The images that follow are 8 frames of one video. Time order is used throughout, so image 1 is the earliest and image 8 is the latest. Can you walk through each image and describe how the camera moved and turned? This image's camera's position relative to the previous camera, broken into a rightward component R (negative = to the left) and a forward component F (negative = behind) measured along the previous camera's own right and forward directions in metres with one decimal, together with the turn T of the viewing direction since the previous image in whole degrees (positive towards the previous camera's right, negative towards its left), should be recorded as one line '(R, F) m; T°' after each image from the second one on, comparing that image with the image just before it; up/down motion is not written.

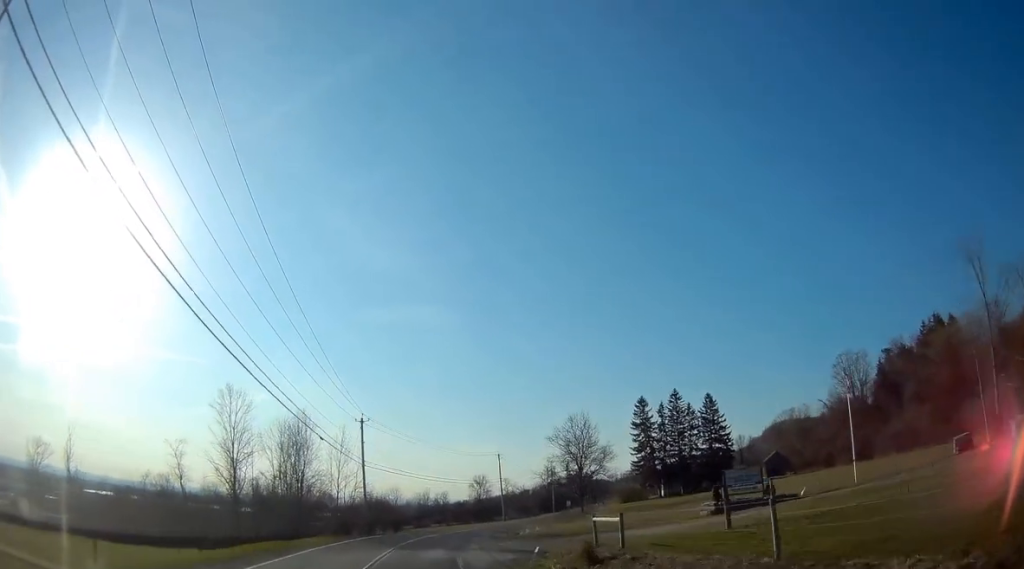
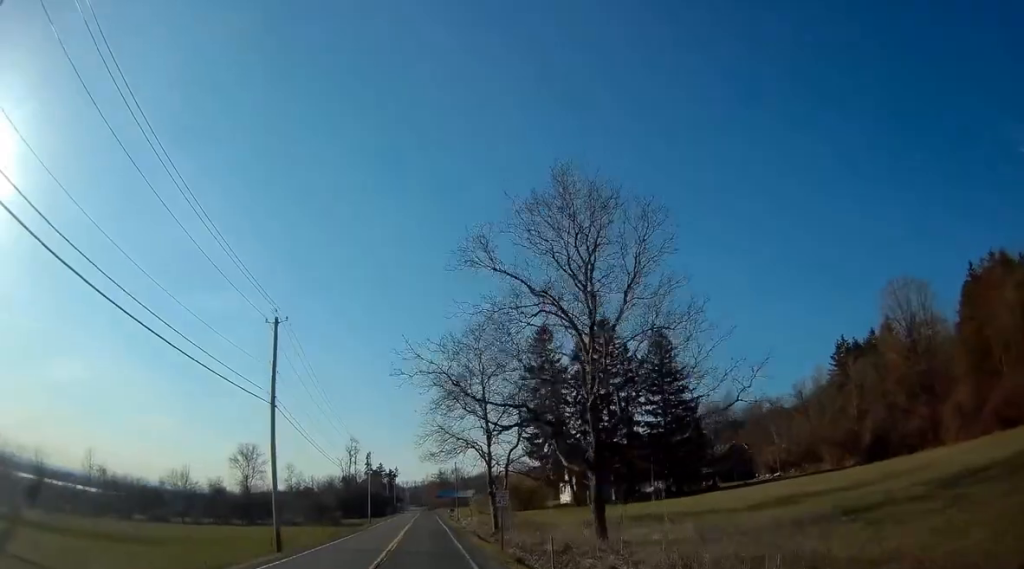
(+10.0, +72.4) m; +18°
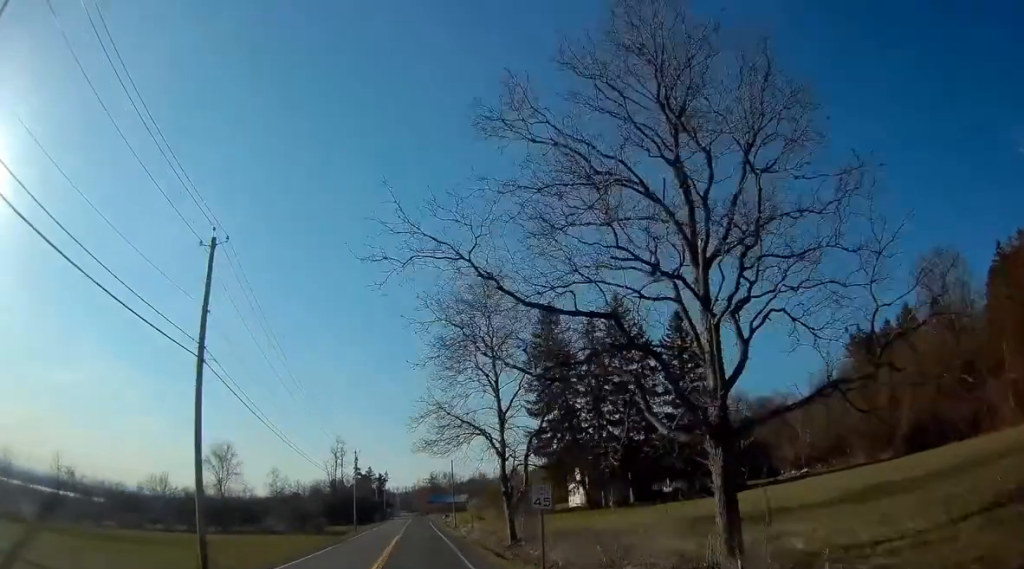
(+0.3, +11.1) m; +1°
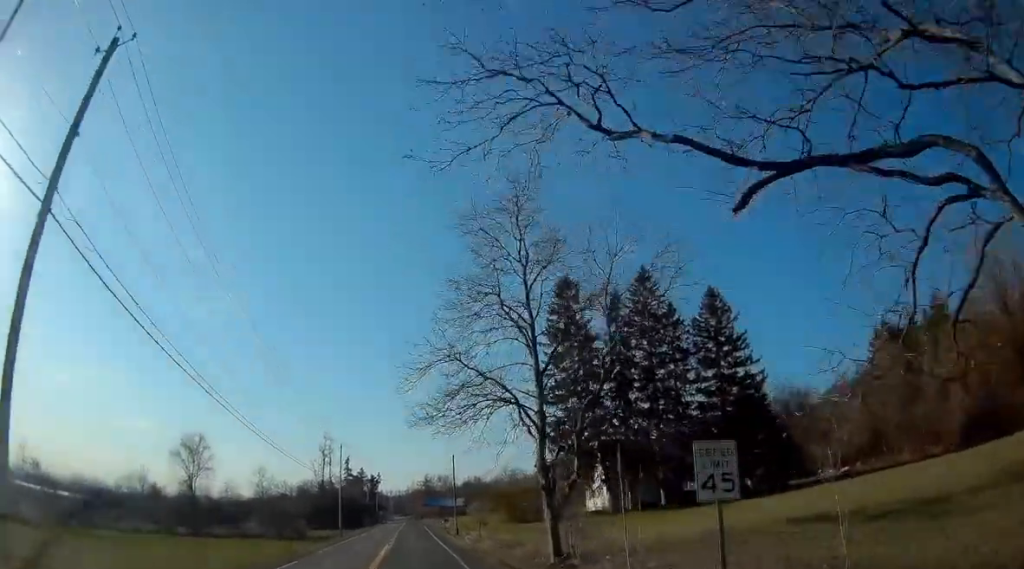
(+0.2, +11.6) m; +1°
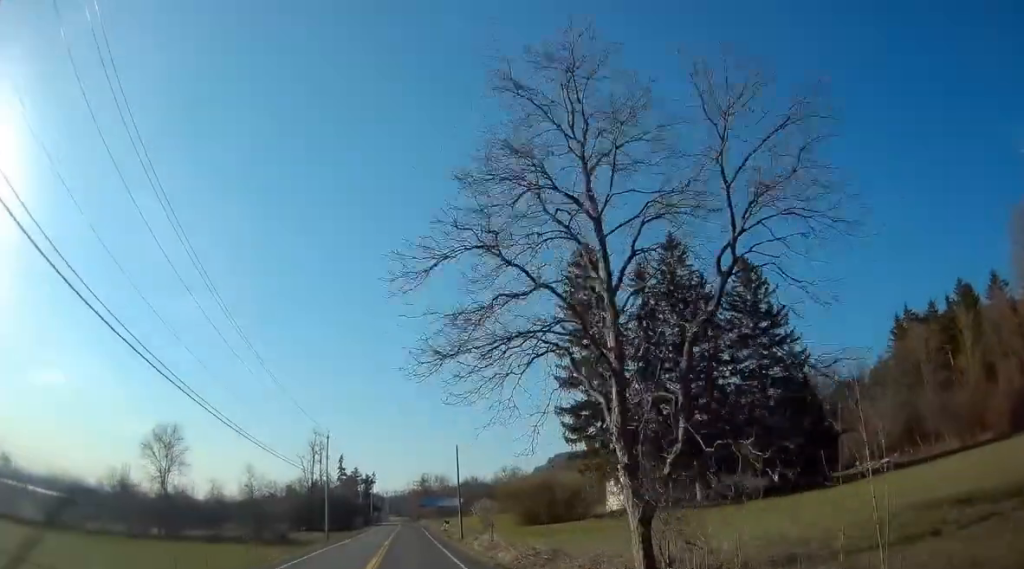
(0.0, +8.0) m; 0°
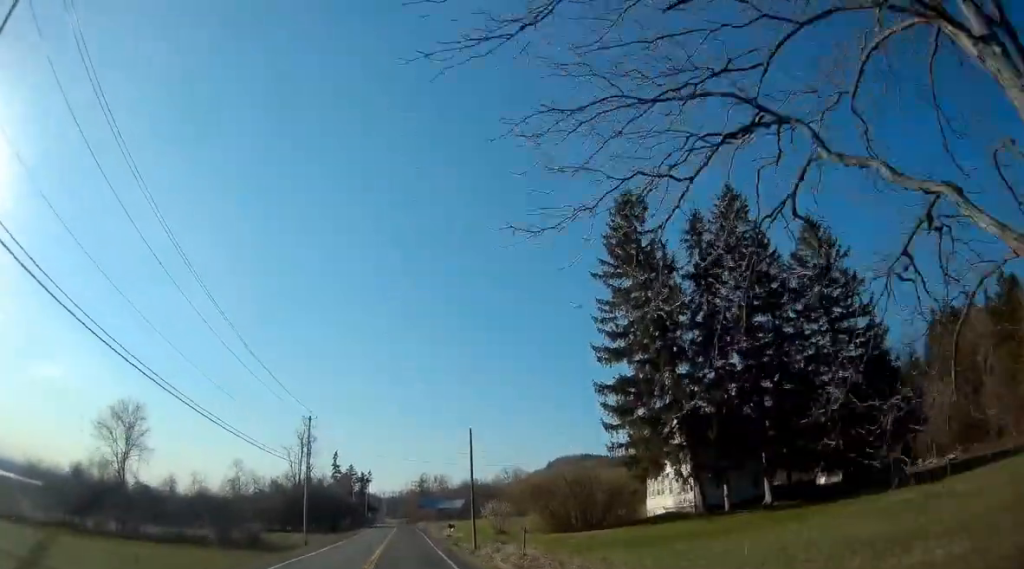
(0.0, +10.5) m; 0°
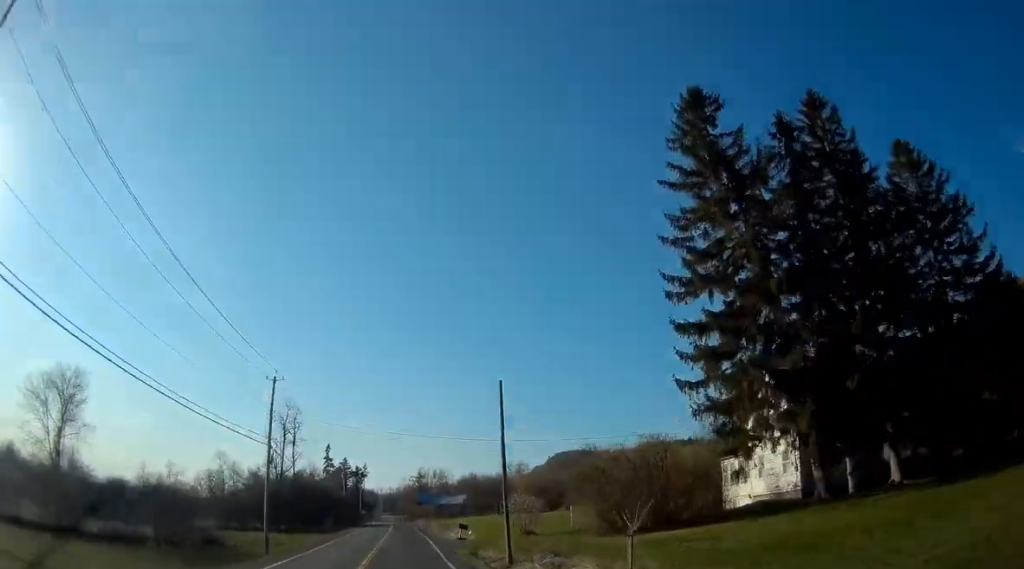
(+0.1, +12.3) m; 0°
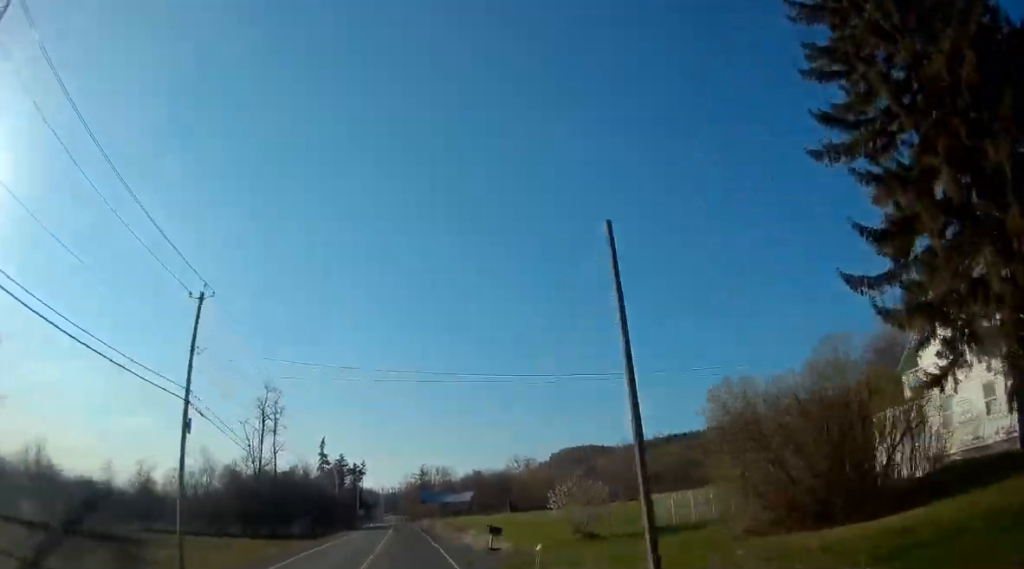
(+0.1, +13.8) m; +1°
